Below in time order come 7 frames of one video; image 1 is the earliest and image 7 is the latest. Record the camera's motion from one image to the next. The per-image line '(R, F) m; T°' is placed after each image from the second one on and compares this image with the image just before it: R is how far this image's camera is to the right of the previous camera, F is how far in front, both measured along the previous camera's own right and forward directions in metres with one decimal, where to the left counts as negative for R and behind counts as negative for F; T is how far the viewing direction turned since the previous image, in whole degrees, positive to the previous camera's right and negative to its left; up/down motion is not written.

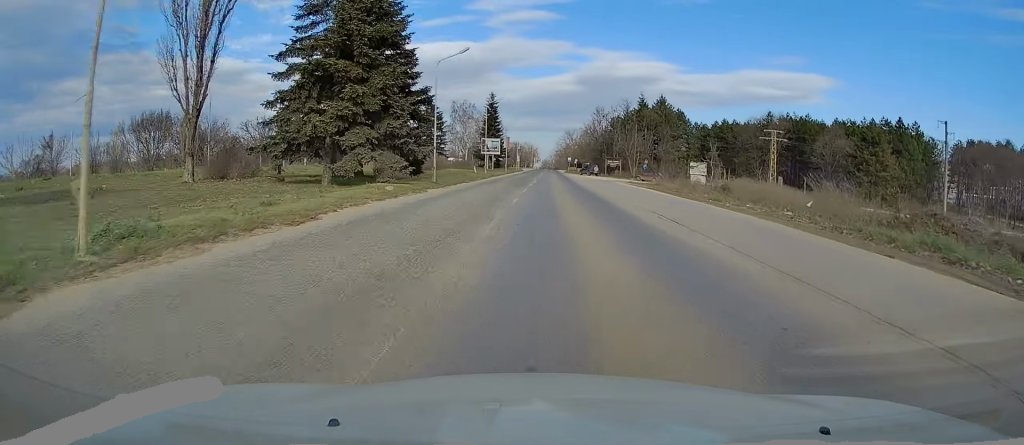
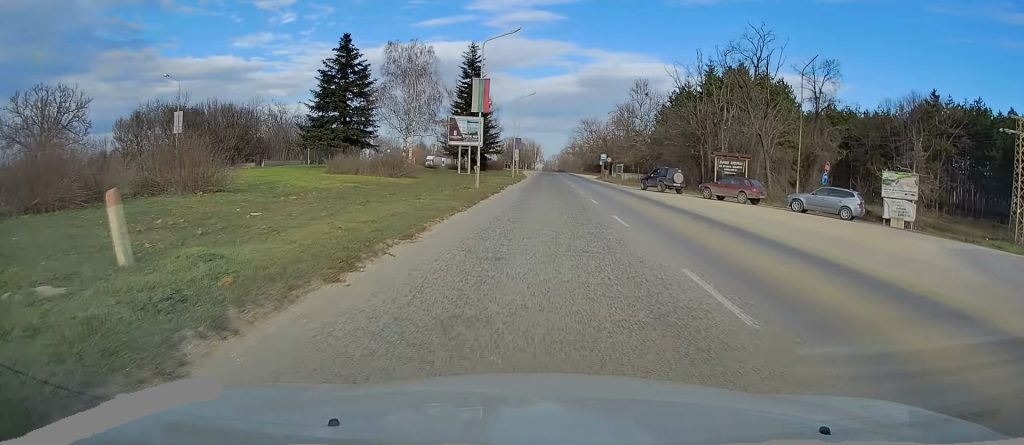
(-0.2, +59.8) m; 0°
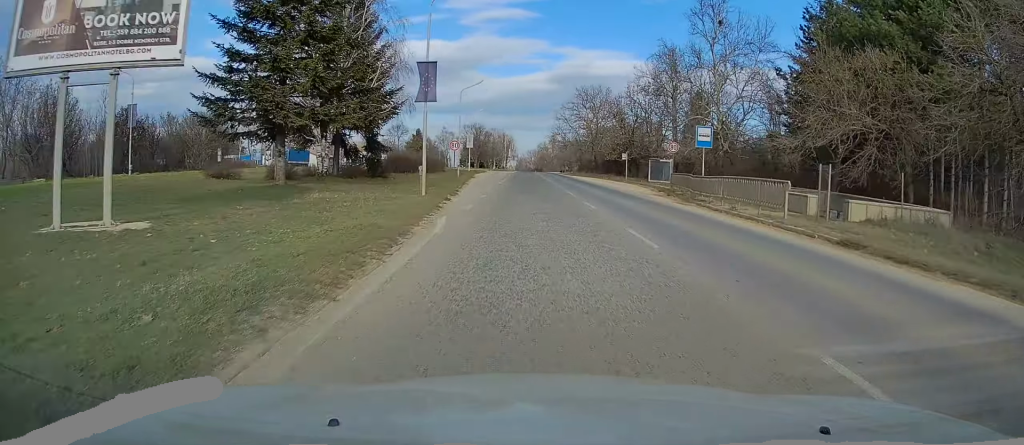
(+1.3, +58.2) m; +2°
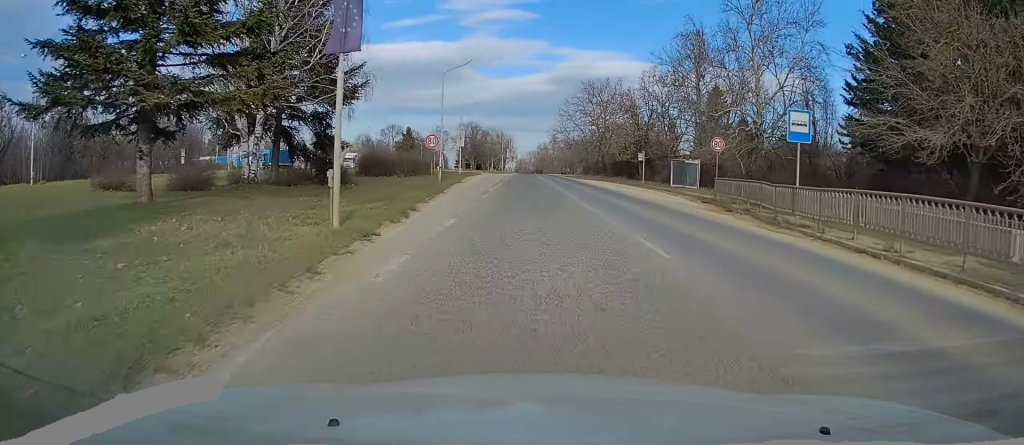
(0.0, +10.1) m; 0°
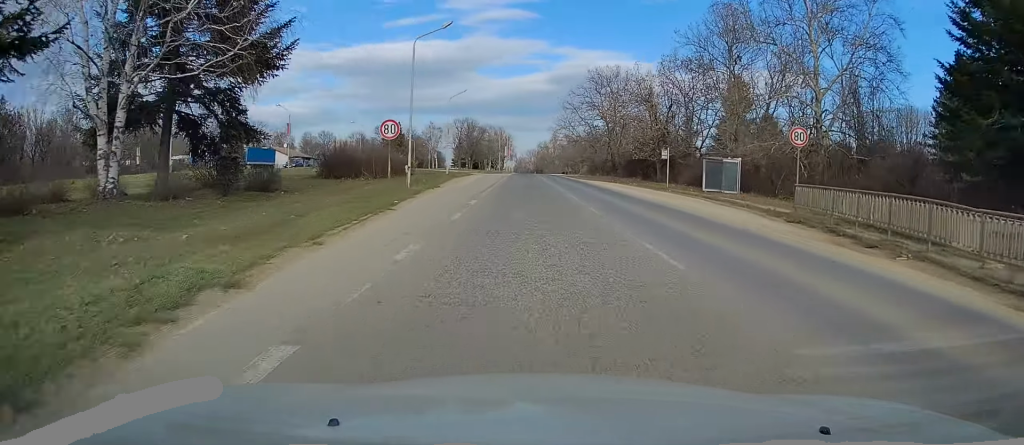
(0.0, +10.2) m; 0°
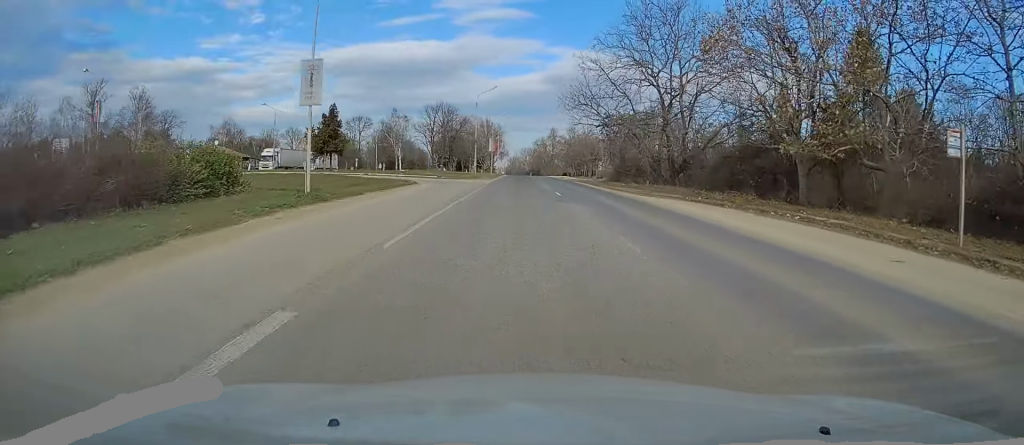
(+0.2, +34.5) m; 0°
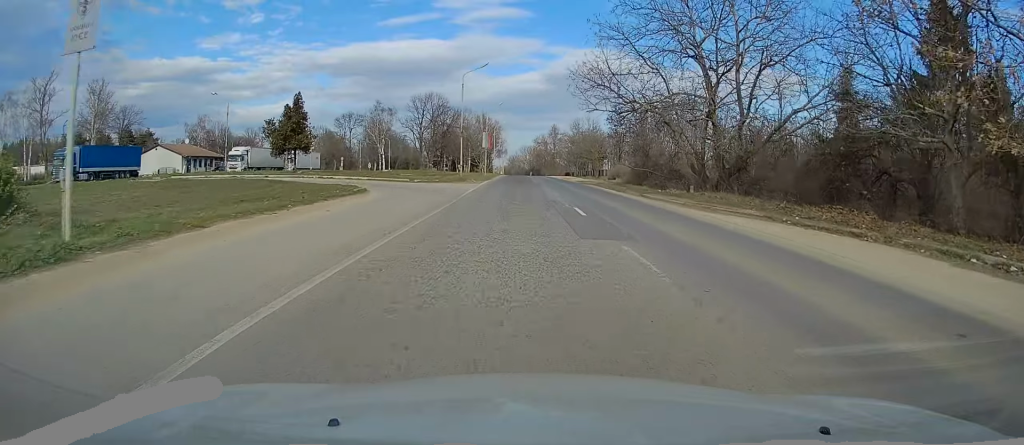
(0.0, +11.8) m; 0°
